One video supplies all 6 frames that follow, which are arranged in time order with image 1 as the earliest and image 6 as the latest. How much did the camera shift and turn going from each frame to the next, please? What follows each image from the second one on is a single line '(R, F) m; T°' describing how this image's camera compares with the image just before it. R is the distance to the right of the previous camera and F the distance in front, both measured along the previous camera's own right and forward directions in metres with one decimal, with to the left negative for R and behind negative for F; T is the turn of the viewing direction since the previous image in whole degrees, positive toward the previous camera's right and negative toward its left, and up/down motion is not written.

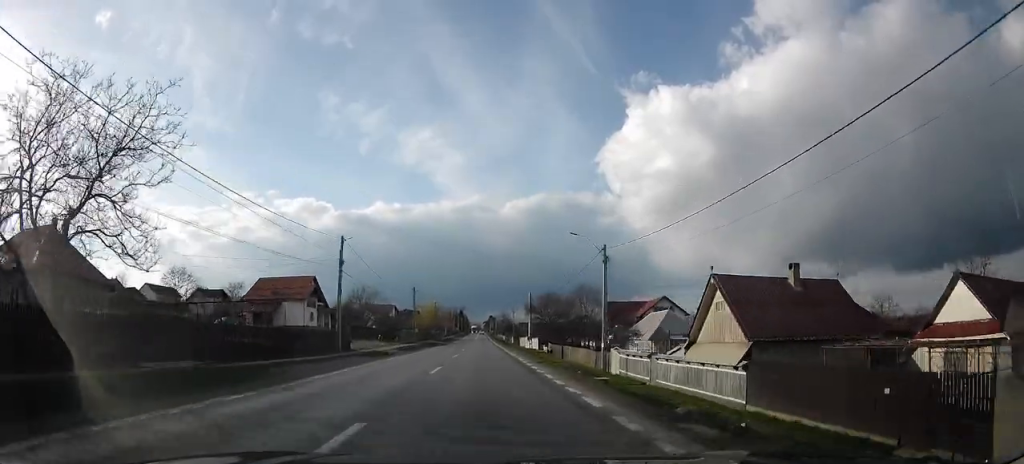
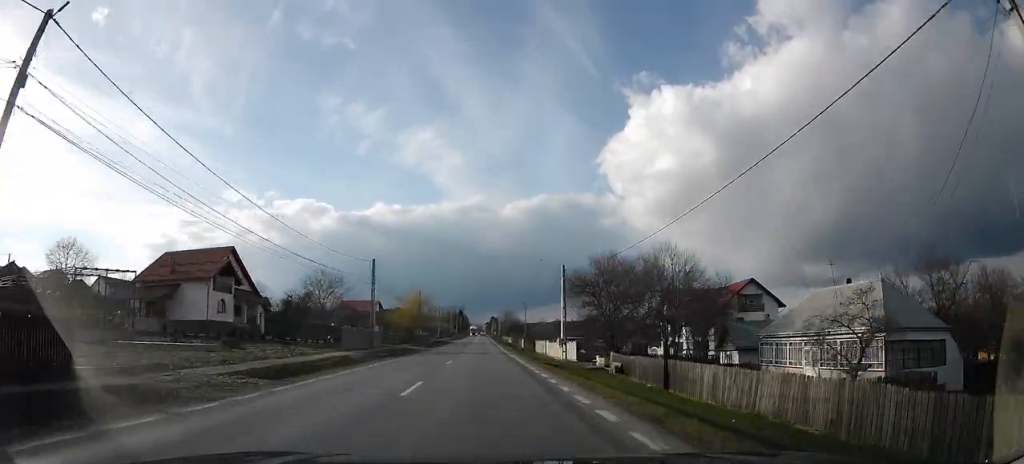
(+0.6, +29.6) m; 0°
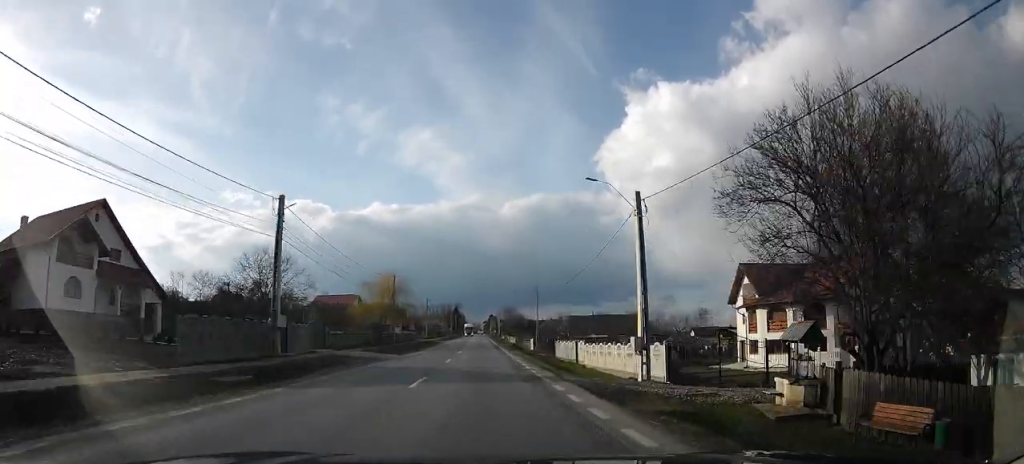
(-0.5, +22.4) m; +1°
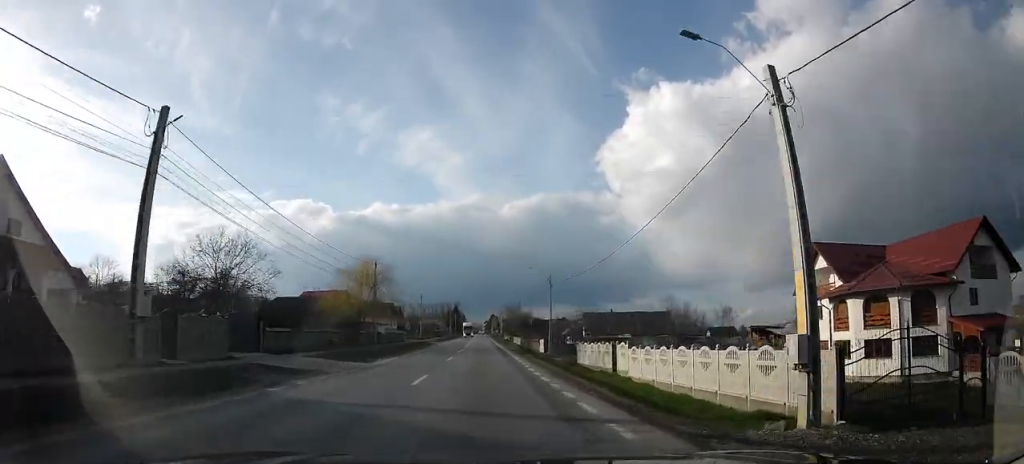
(+0.4, +11.7) m; +1°
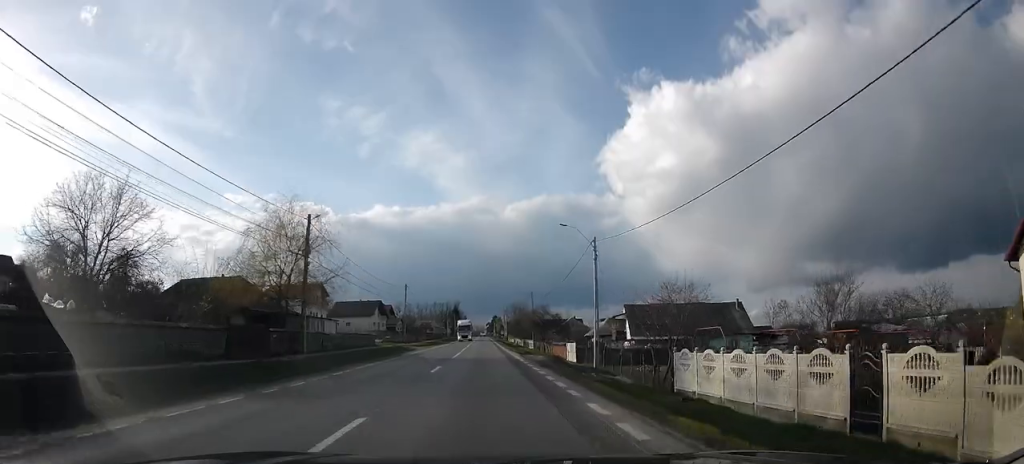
(+0.3, +20.8) m; +1°
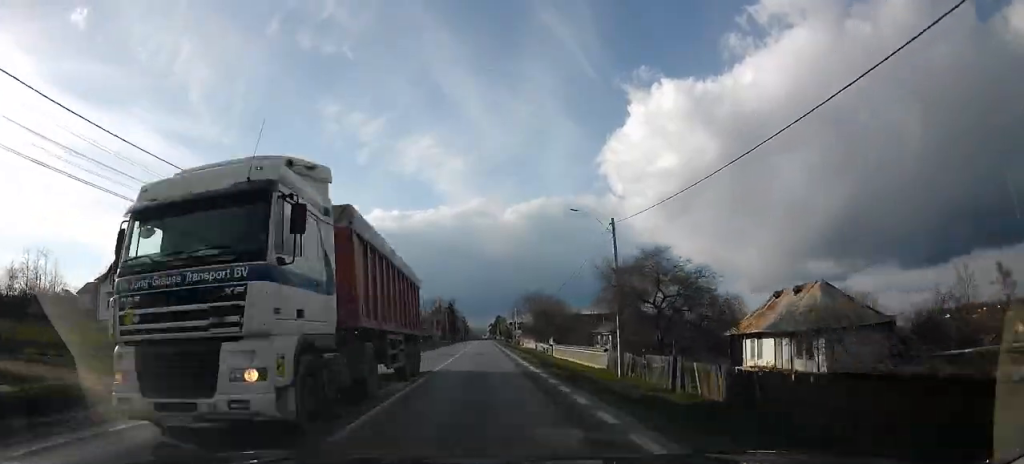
(-0.6, +45.7) m; -2°
